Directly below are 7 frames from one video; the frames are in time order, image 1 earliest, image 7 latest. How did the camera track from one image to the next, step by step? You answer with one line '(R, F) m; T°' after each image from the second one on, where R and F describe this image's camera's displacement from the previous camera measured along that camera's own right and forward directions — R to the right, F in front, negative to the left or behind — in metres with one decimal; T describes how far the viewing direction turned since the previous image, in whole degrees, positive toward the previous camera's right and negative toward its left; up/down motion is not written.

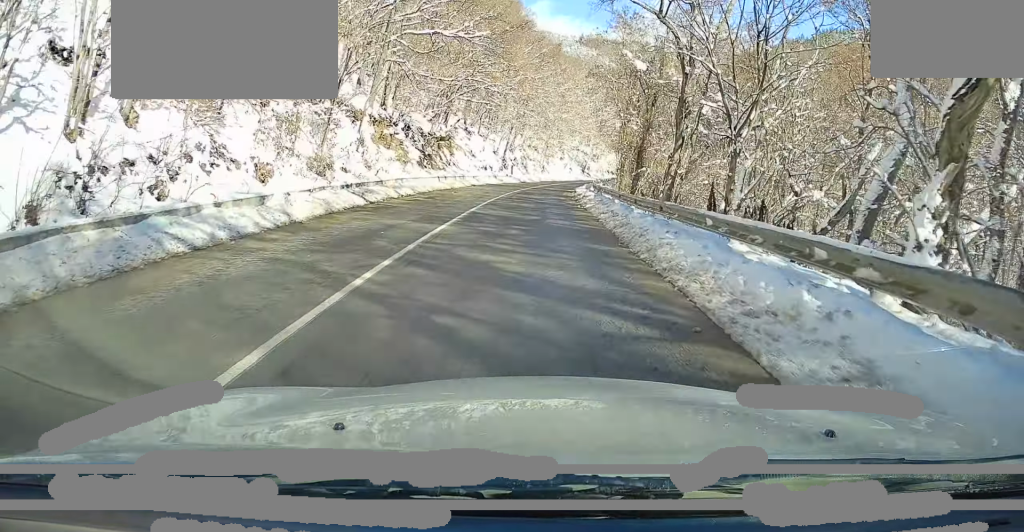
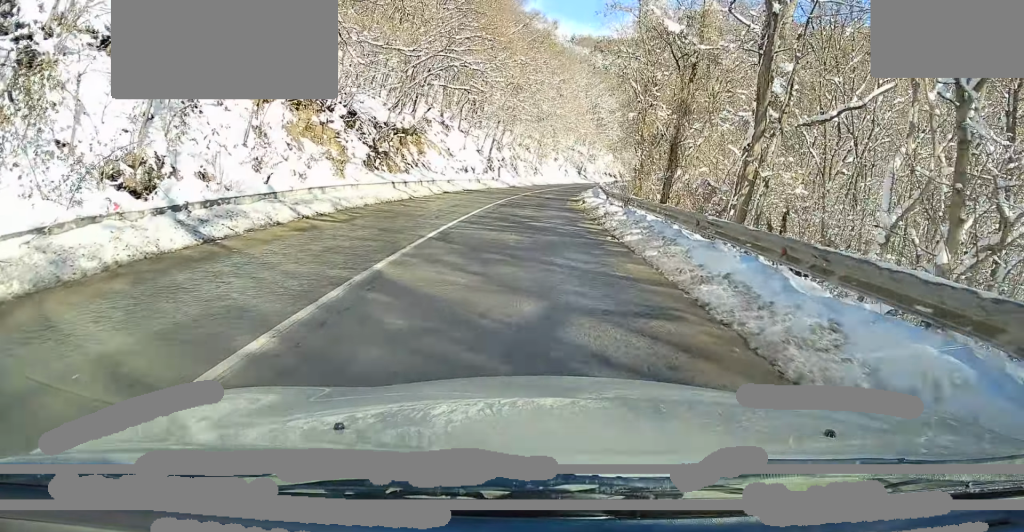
(-0.2, +11.2) m; +1°
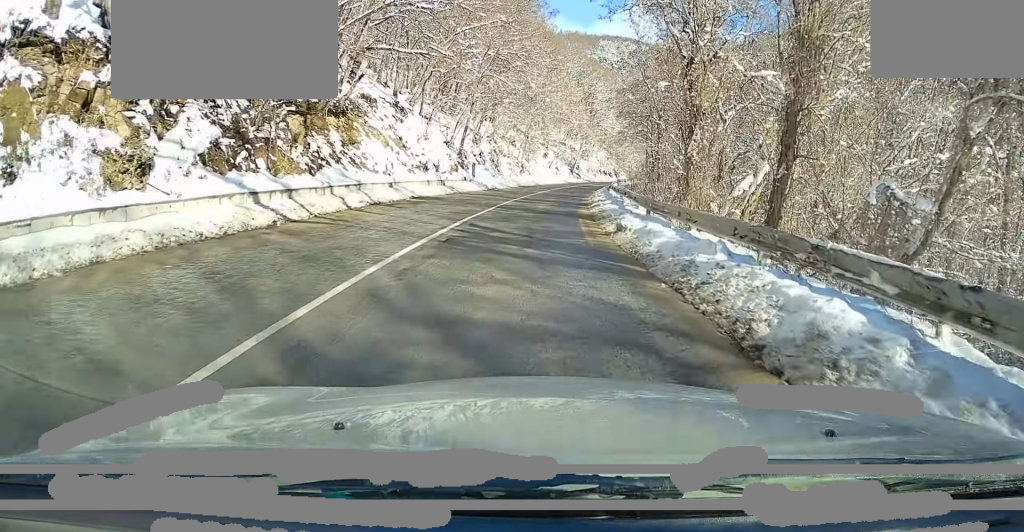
(+0.4, +14.1) m; +3°
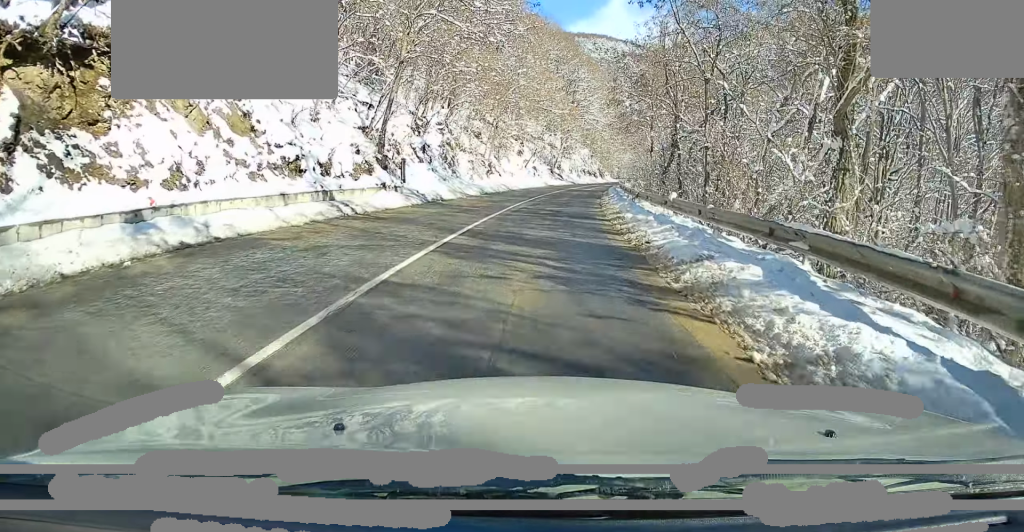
(+0.4, +17.2) m; 0°
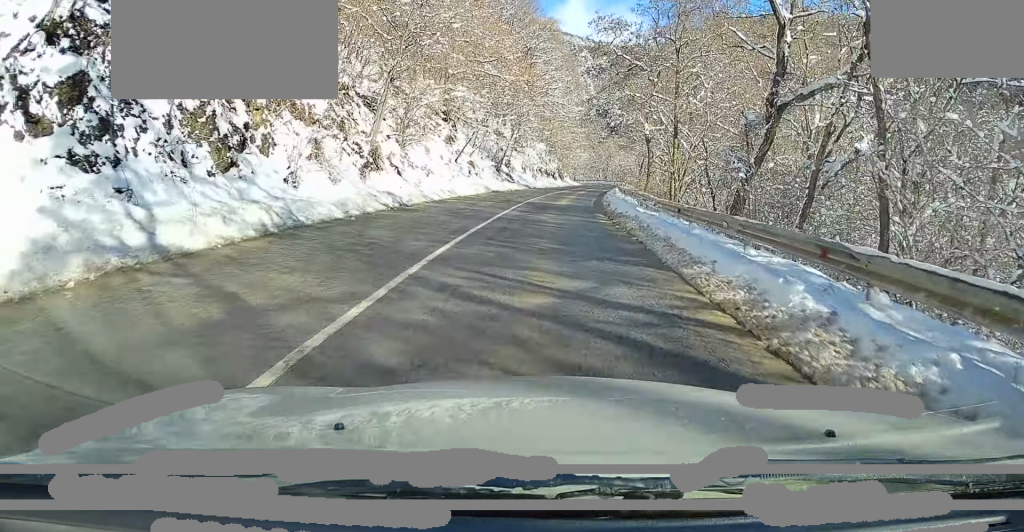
(+0.2, +25.6) m; +3°
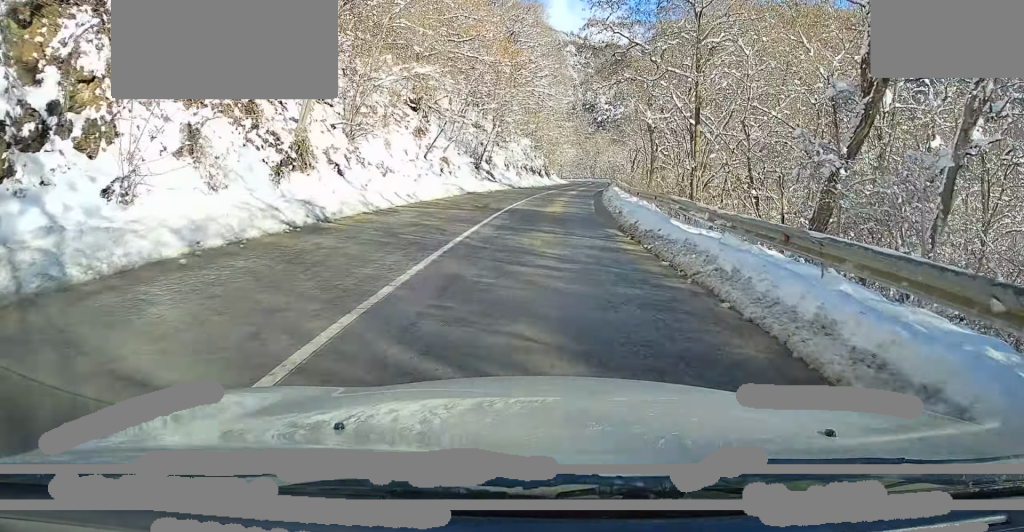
(+0.1, +7.1) m; +1°
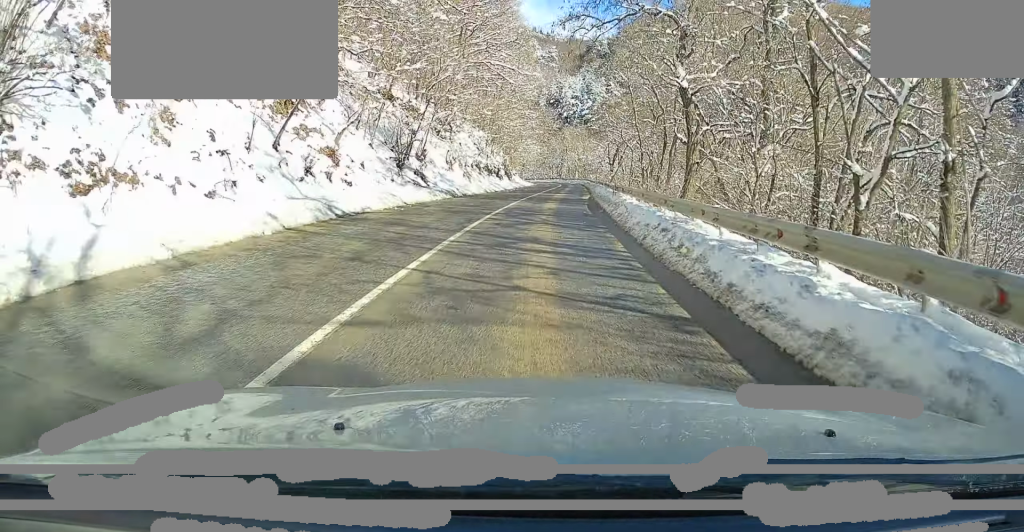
(+0.1, +18.4) m; 0°
